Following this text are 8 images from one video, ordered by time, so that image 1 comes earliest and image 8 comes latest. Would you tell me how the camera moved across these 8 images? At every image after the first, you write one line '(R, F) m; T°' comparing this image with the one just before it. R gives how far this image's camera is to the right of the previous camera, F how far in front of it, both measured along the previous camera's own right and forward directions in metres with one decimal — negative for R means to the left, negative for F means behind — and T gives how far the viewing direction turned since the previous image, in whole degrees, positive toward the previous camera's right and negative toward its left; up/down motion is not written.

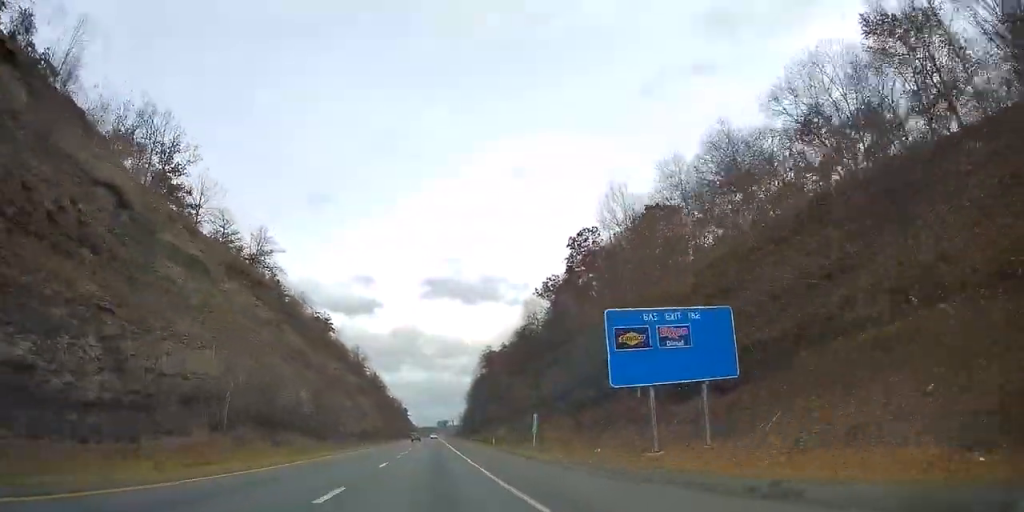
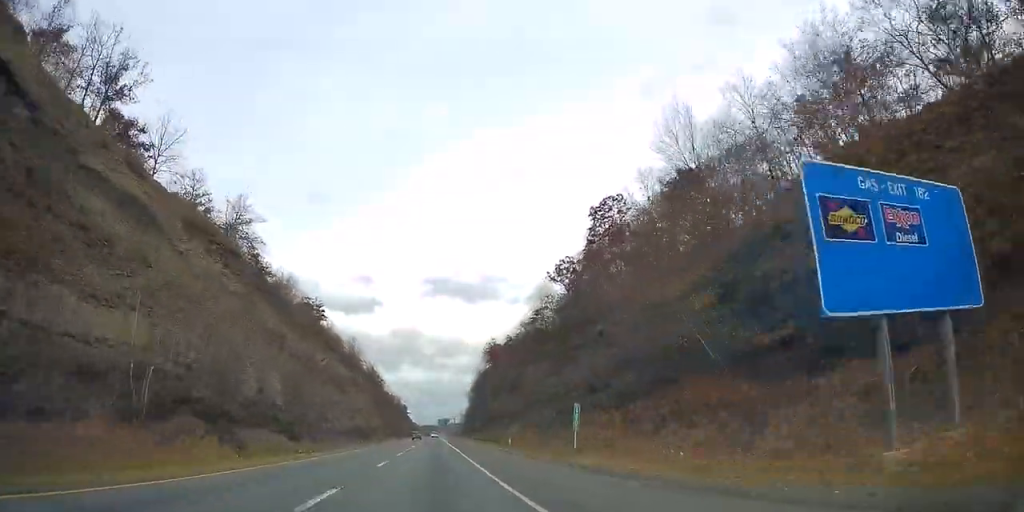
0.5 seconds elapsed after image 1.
(0.0, +13.3) m; 0°
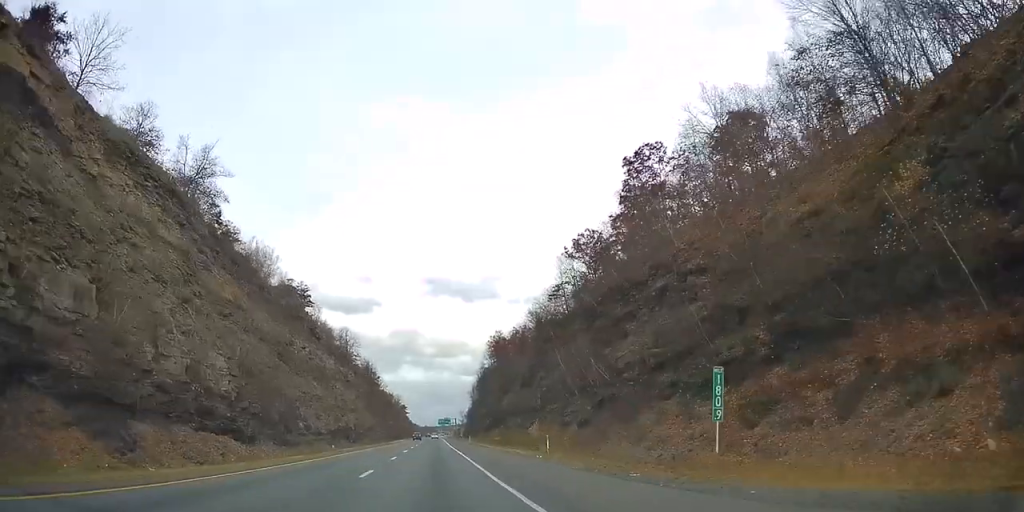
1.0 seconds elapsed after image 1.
(+0.2, +16.9) m; 0°
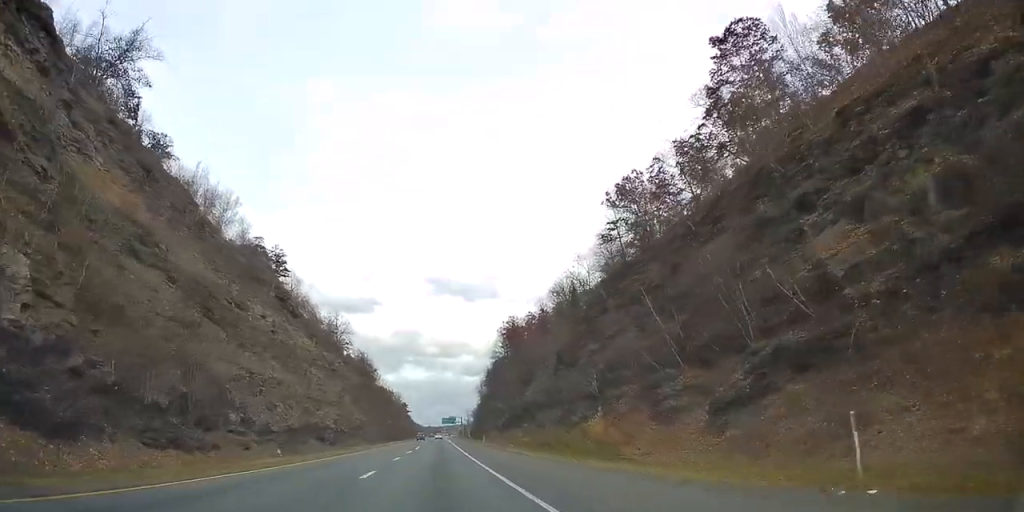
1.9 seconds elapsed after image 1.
(-0.1, +25.3) m; 0°
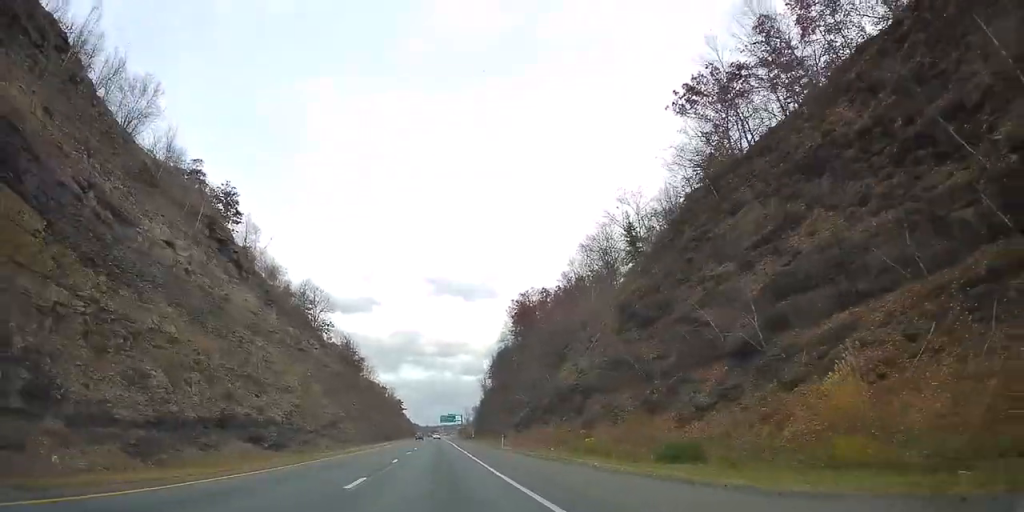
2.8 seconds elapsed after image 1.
(-0.1, +27.2) m; +1°
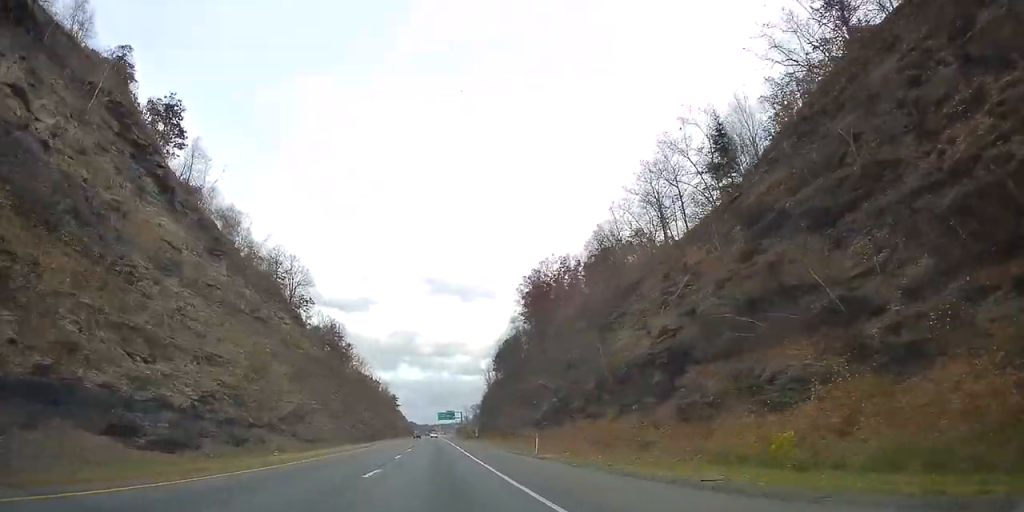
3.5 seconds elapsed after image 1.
(+0.1, +21.8) m; +1°
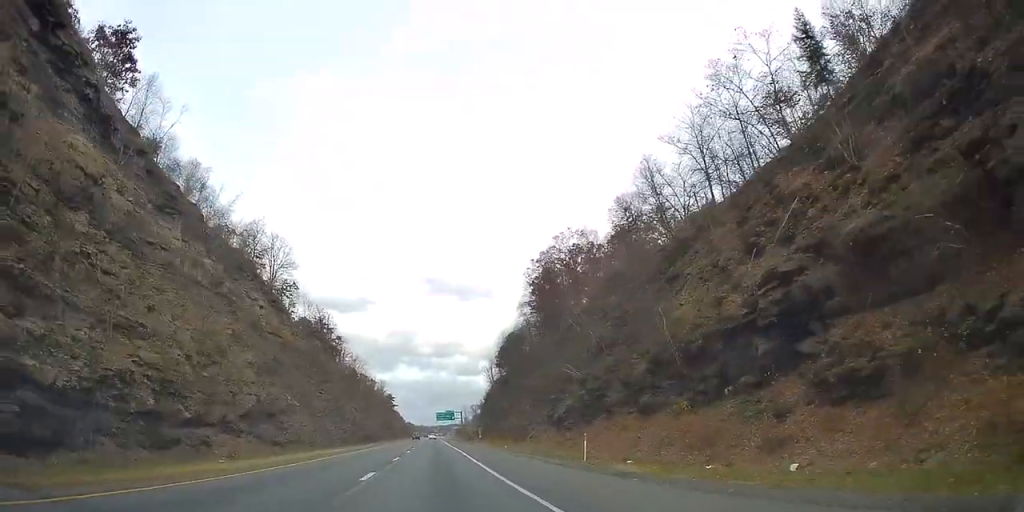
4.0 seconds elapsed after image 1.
(+0.3, +12.9) m; 0°
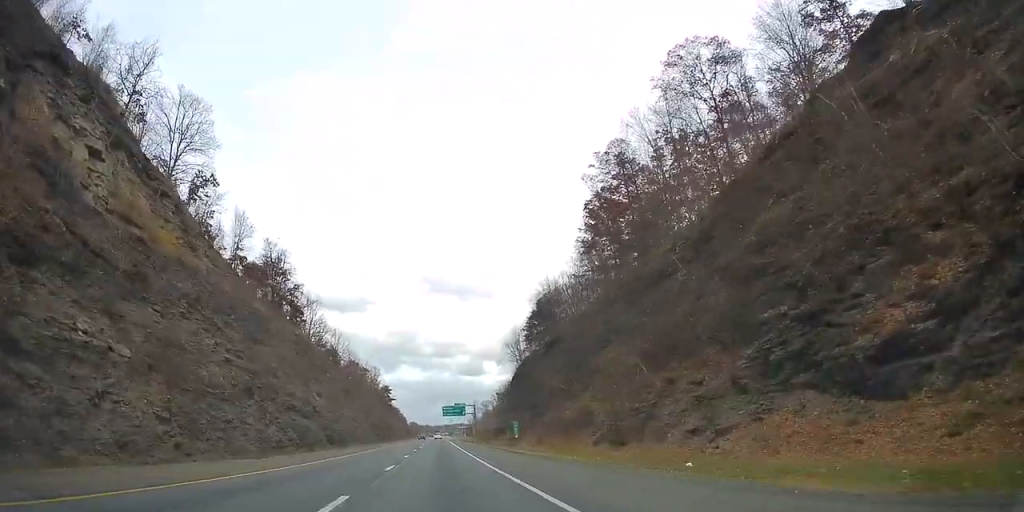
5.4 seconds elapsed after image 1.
(-0.3, +44.4) m; -1°
